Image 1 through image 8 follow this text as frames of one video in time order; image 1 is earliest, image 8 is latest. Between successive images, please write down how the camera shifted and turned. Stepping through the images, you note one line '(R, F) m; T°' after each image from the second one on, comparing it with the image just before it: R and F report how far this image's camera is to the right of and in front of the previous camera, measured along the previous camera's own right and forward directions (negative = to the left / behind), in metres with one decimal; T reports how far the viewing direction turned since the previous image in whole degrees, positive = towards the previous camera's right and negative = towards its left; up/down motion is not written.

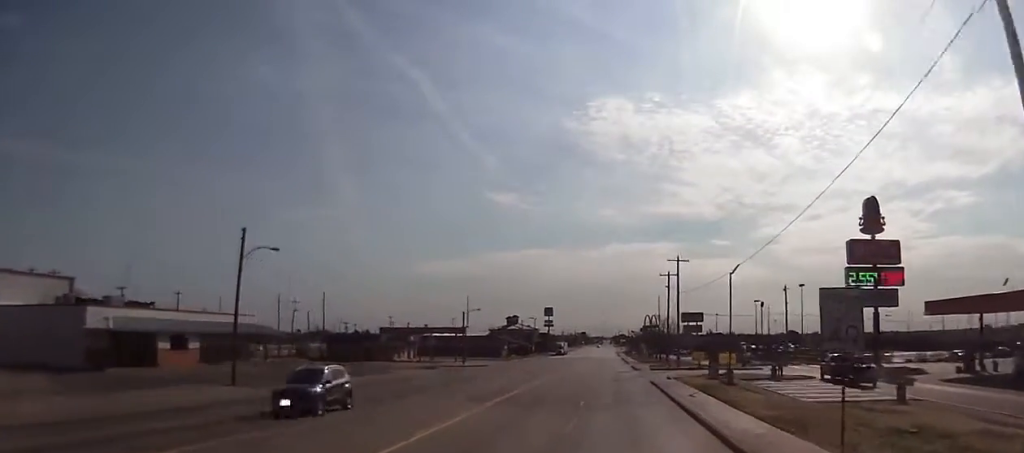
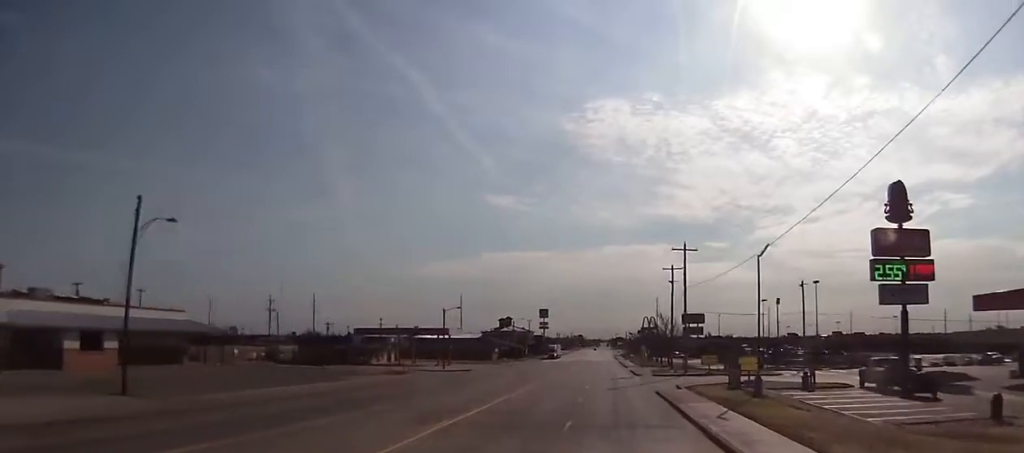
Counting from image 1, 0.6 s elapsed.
(-0.1, +9.7) m; +1°
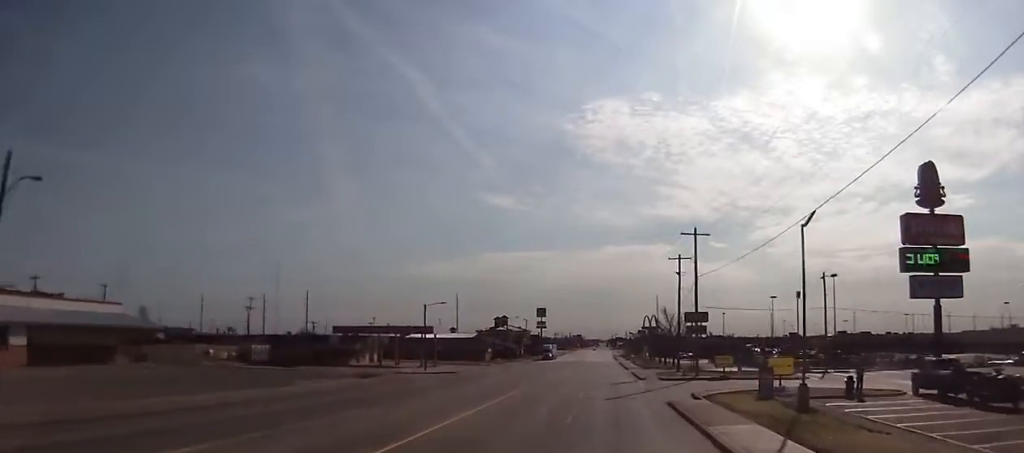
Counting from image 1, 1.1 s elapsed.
(+0.3, +8.6) m; 0°
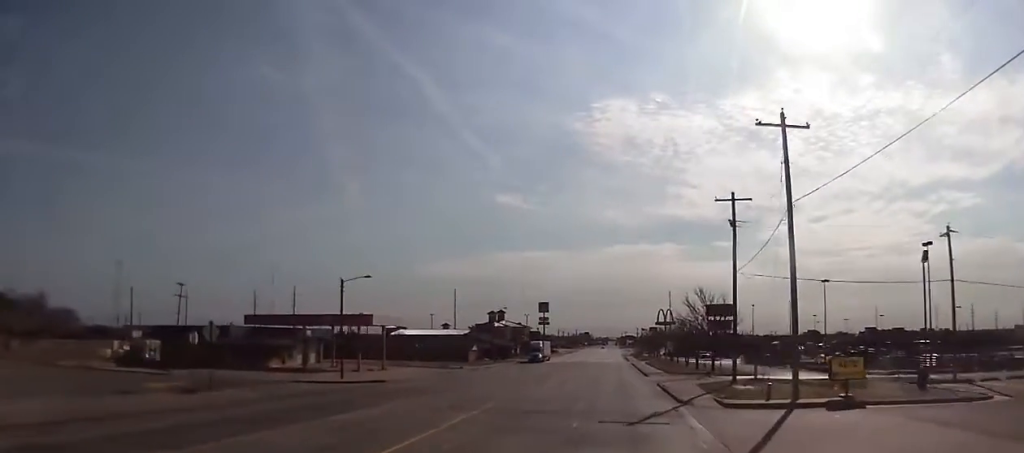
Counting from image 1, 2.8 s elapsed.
(-0.5, +27.3) m; -2°
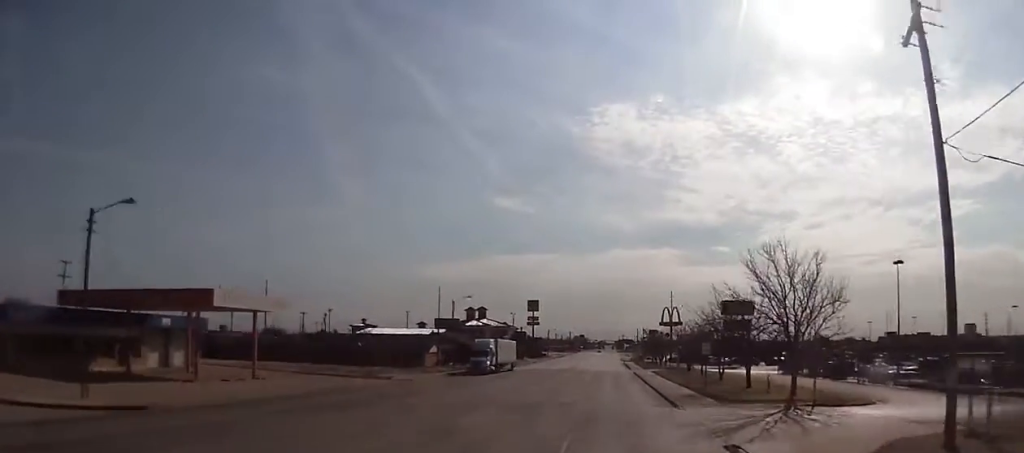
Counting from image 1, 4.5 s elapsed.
(-0.3, +28.2) m; +1°
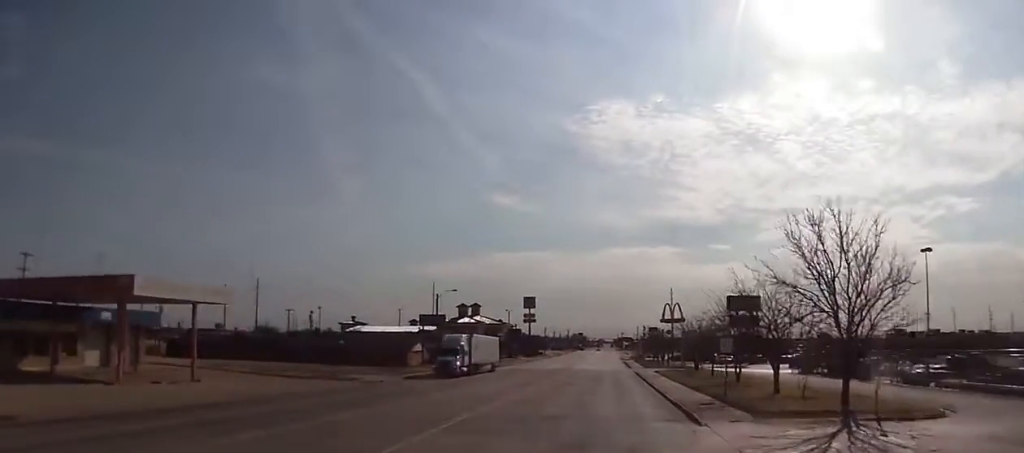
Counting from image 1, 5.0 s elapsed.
(+0.3, +7.7) m; 0°
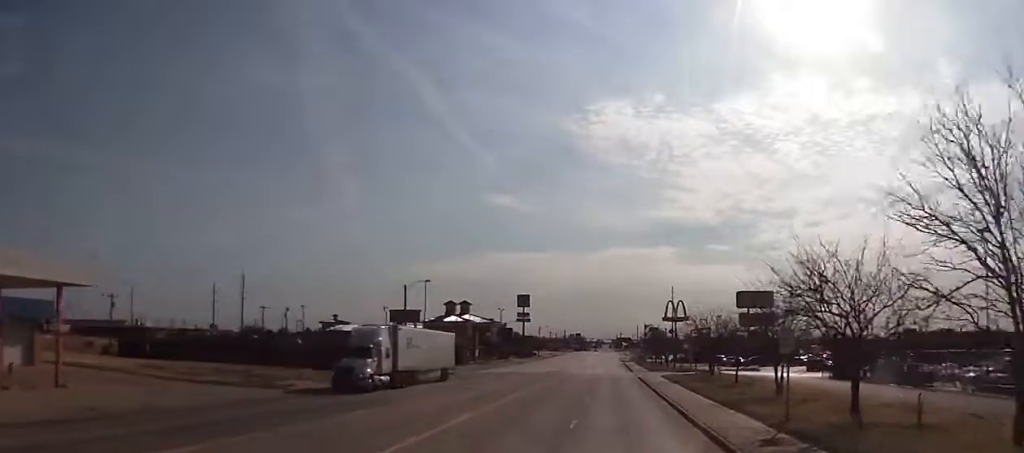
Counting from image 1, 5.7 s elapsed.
(+0.2, +12.2) m; 0°
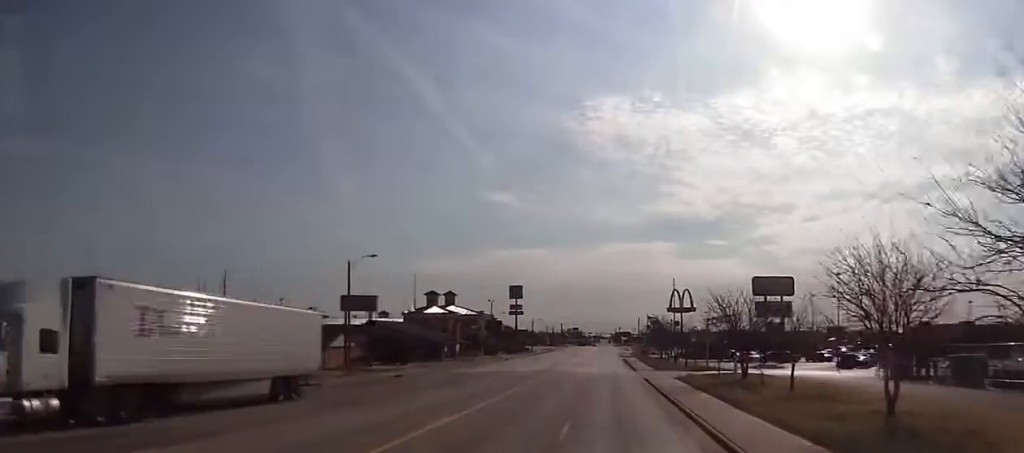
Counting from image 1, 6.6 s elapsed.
(-0.3, +14.9) m; -1°
